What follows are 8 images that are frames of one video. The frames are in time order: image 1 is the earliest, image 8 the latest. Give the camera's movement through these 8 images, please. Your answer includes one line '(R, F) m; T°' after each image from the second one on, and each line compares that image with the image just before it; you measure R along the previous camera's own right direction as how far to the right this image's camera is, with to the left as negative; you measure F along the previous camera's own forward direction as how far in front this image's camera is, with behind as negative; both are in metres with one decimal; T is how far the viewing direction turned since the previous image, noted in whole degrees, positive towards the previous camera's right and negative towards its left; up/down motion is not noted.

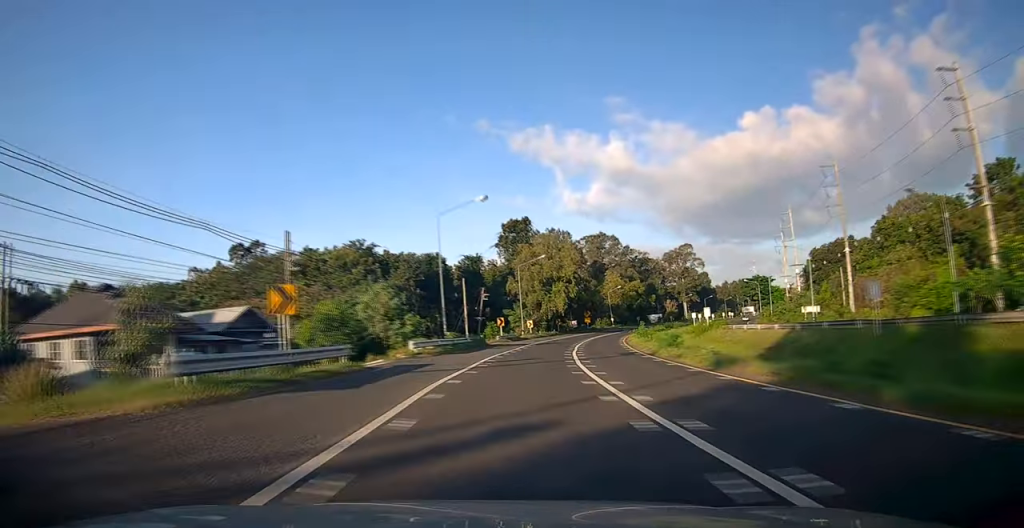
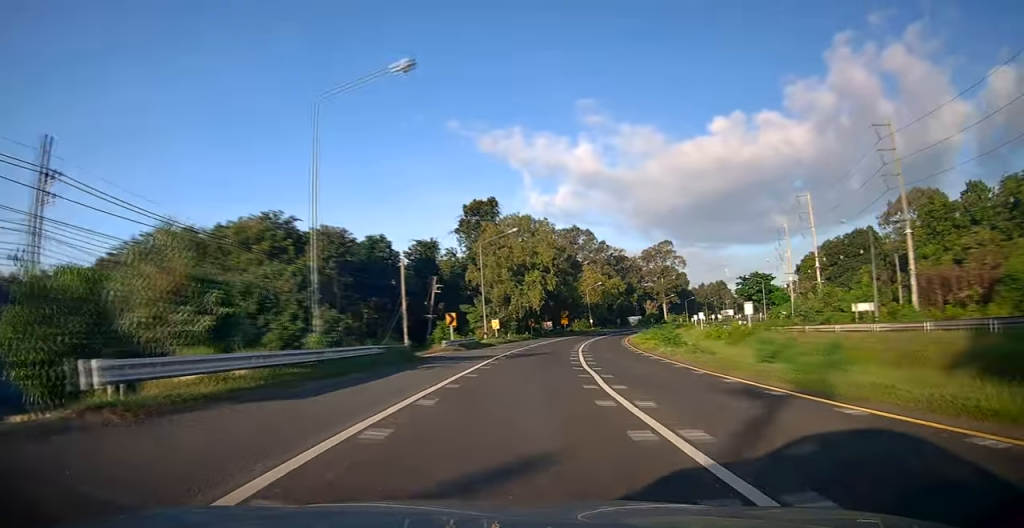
(+0.7, +18.6) m; +4°
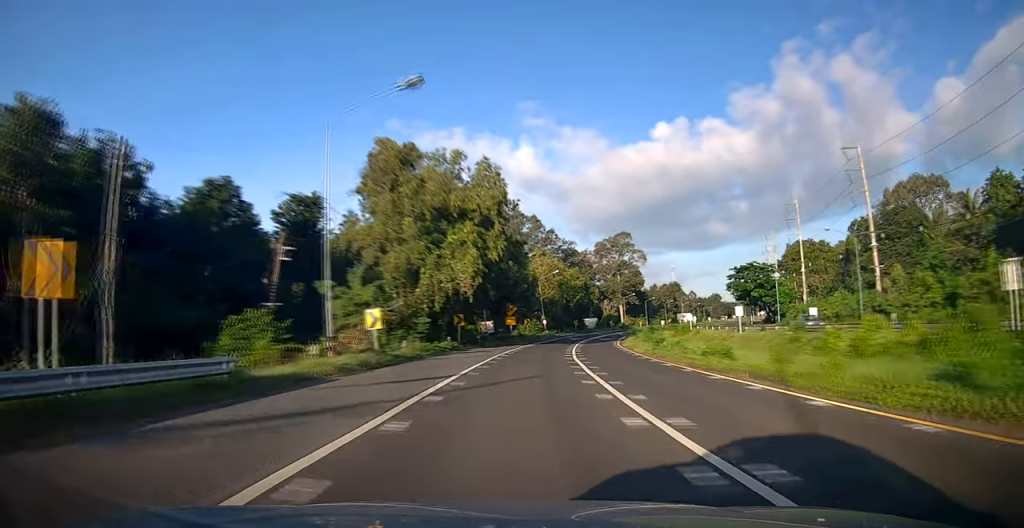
(+1.4, +28.8) m; +6°
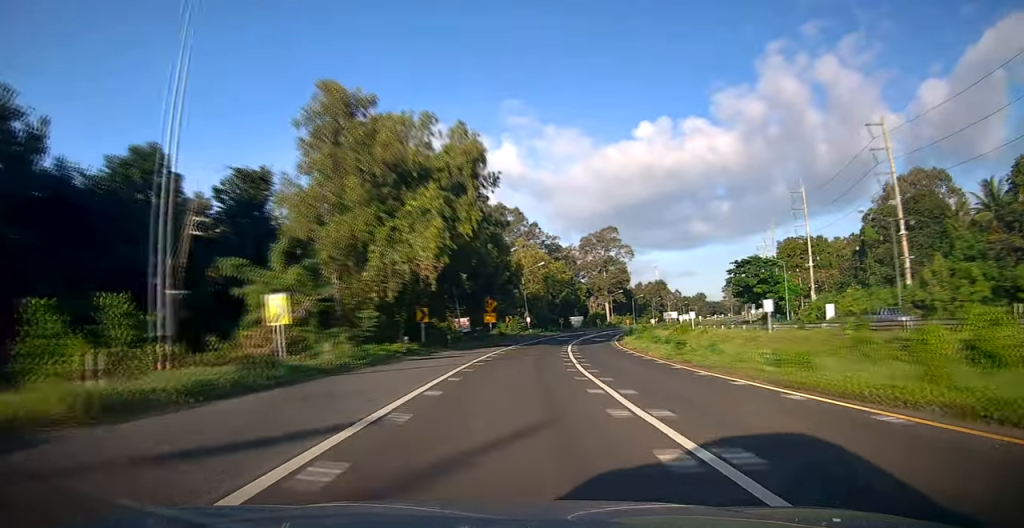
(+0.1, +8.3) m; +2°
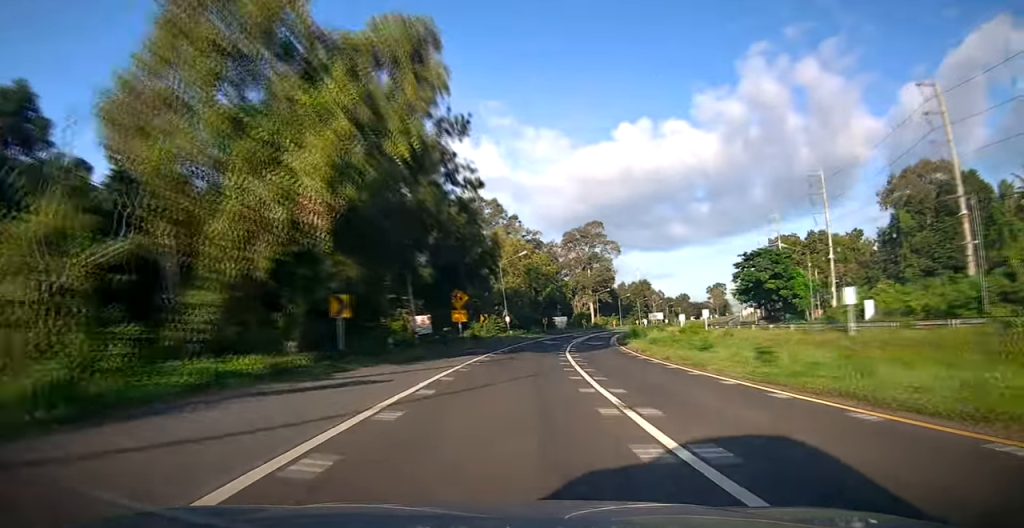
(+0.3, +11.6) m; +2°
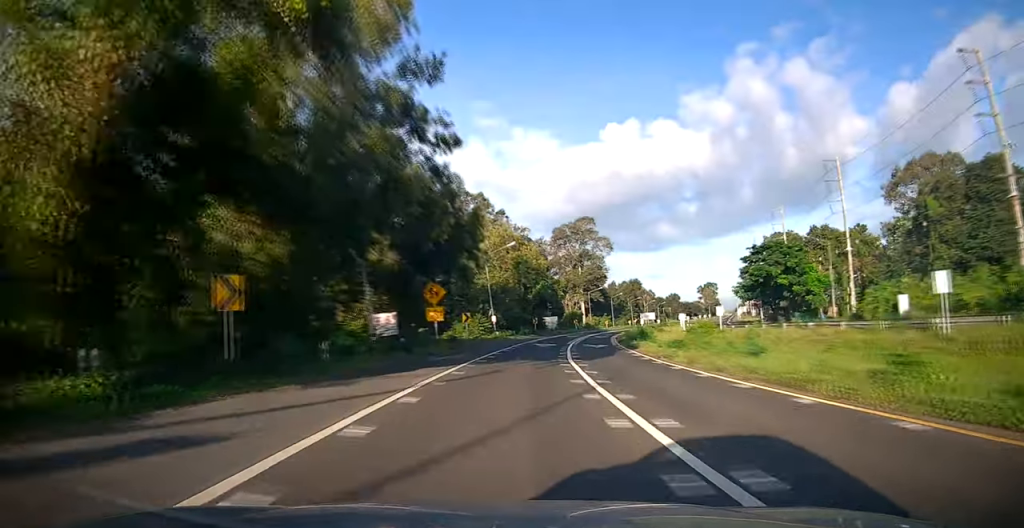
(0.0, +7.1) m; +1°
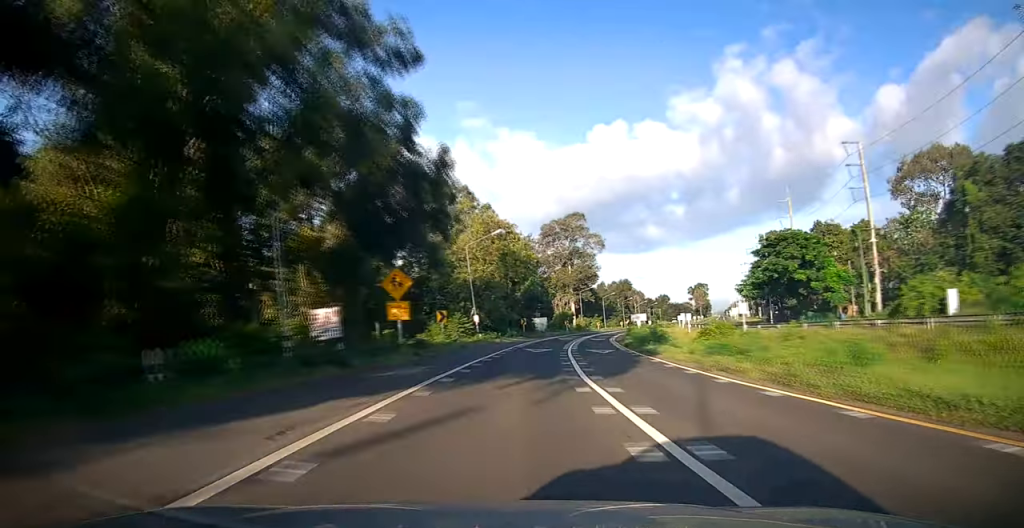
(+0.2, +7.8) m; +2°
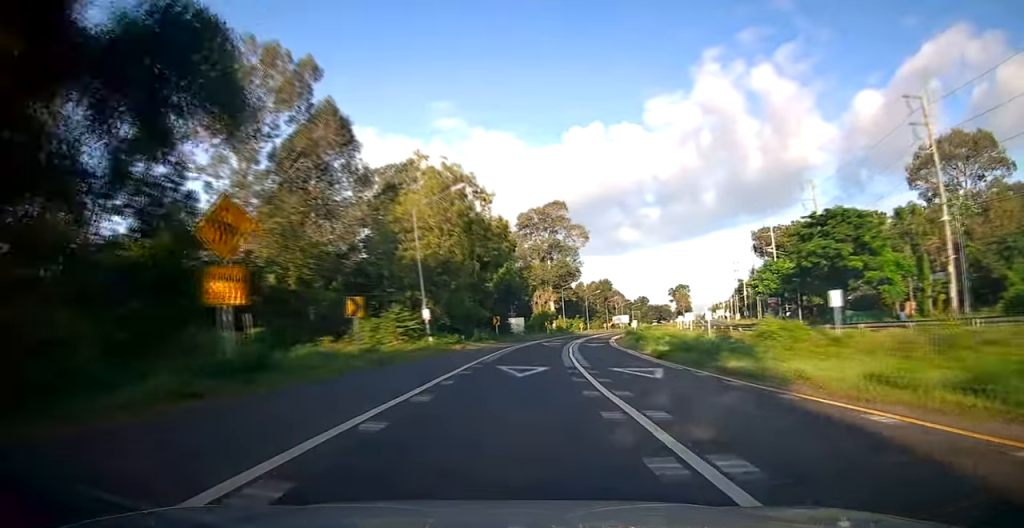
(+0.5, +15.7) m; +3°
